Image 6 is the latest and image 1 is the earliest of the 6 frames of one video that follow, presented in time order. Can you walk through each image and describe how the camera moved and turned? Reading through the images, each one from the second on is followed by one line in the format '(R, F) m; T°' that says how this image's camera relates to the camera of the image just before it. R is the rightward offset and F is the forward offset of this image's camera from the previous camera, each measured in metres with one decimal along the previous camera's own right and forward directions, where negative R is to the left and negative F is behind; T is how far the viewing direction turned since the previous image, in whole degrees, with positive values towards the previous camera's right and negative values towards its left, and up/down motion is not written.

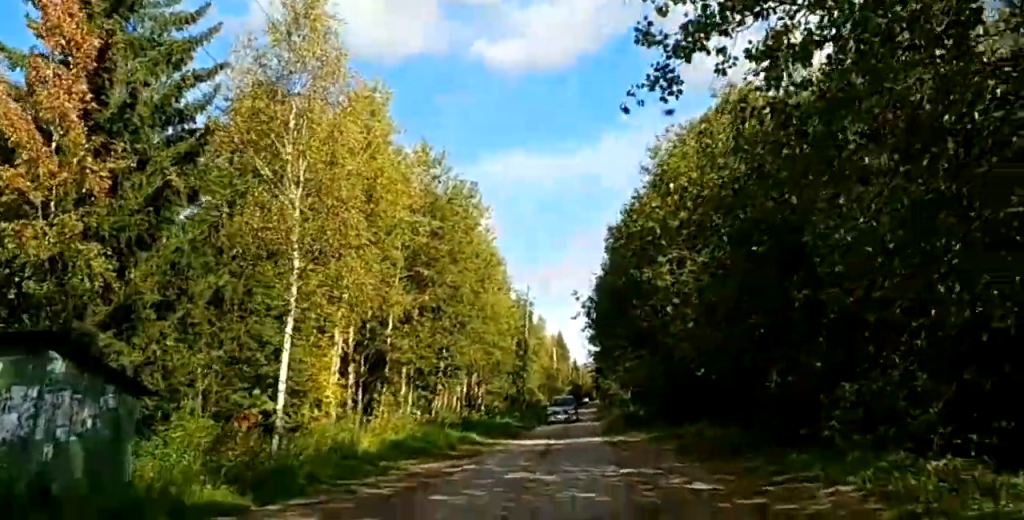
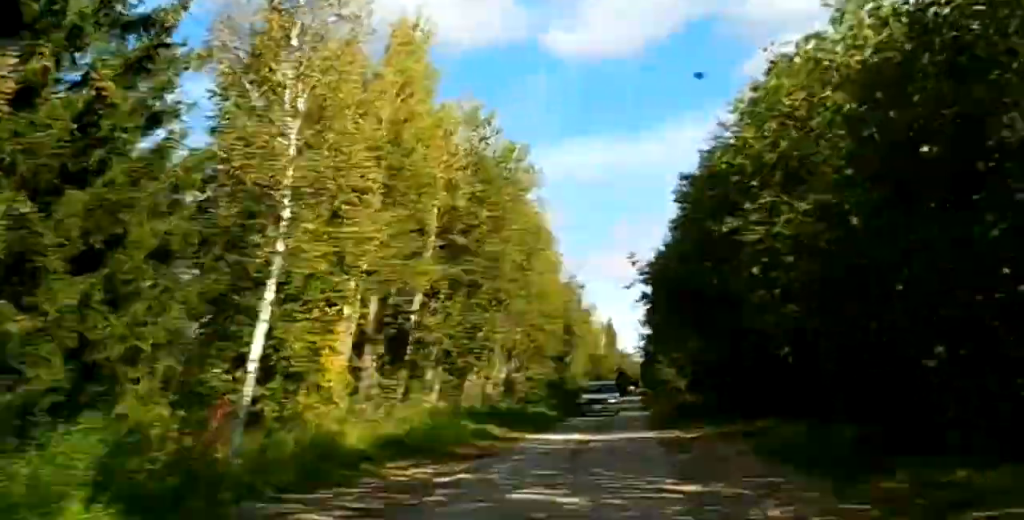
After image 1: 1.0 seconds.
(0.0, +5.5) m; 0°
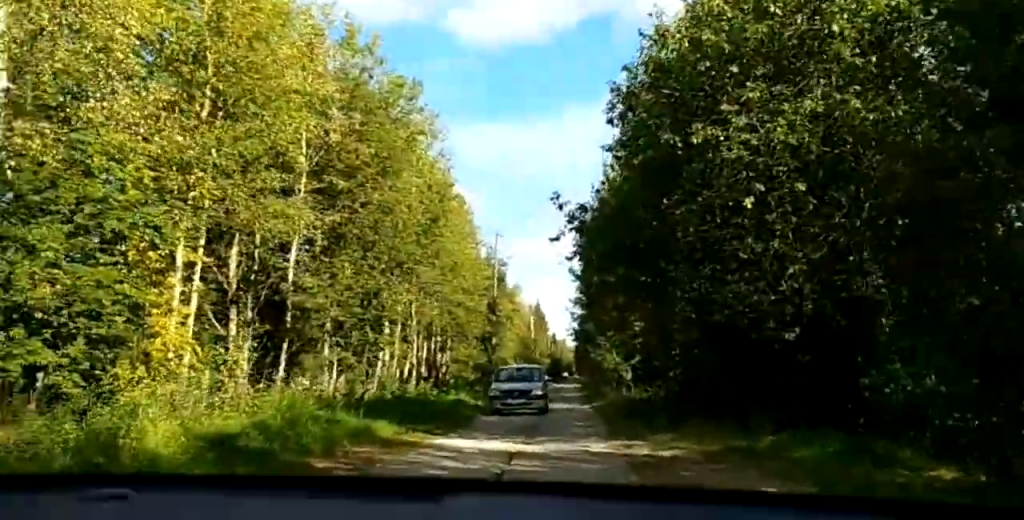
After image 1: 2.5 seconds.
(0.0, +7.6) m; 0°
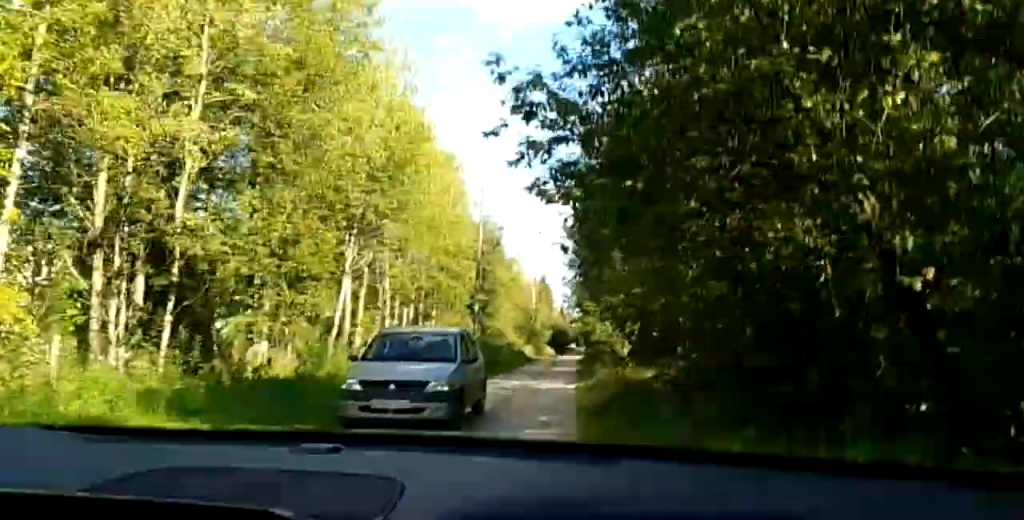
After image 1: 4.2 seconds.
(0.0, +8.0) m; 0°
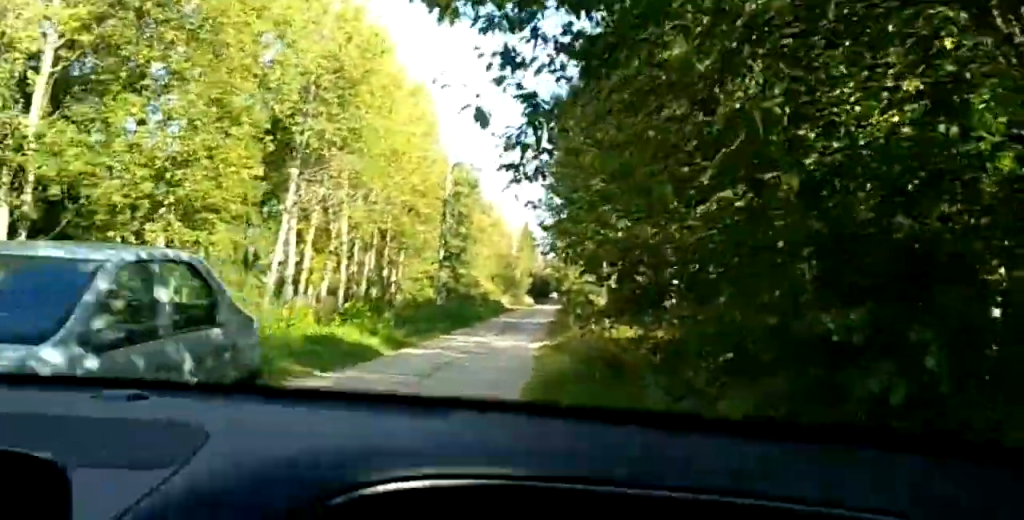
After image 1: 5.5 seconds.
(0.0, +4.8) m; 0°
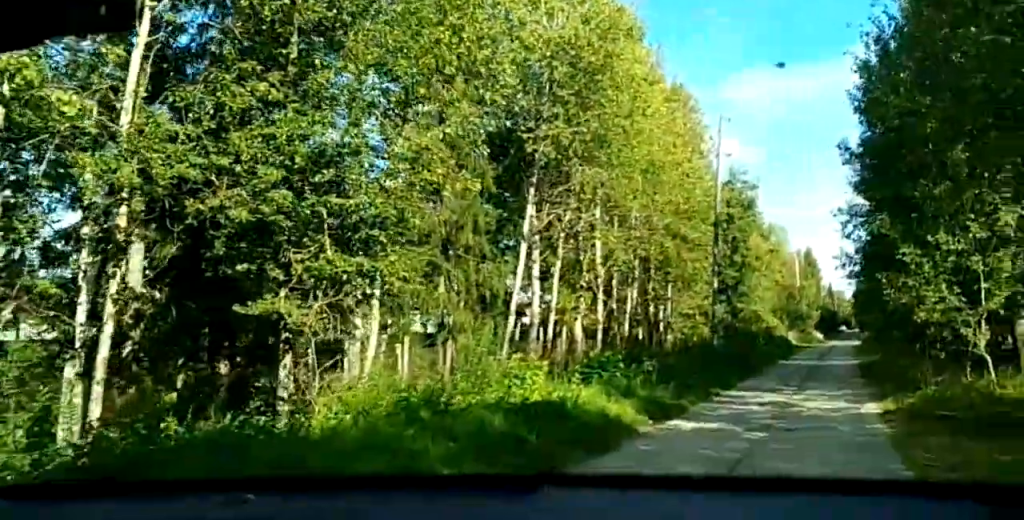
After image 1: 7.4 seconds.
(+0.1, +5.2) m; +1°
